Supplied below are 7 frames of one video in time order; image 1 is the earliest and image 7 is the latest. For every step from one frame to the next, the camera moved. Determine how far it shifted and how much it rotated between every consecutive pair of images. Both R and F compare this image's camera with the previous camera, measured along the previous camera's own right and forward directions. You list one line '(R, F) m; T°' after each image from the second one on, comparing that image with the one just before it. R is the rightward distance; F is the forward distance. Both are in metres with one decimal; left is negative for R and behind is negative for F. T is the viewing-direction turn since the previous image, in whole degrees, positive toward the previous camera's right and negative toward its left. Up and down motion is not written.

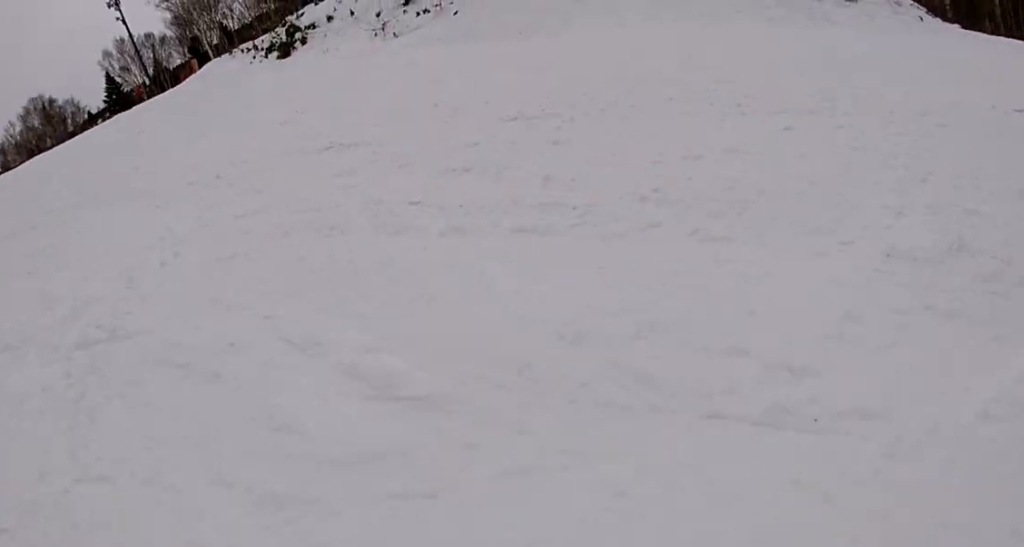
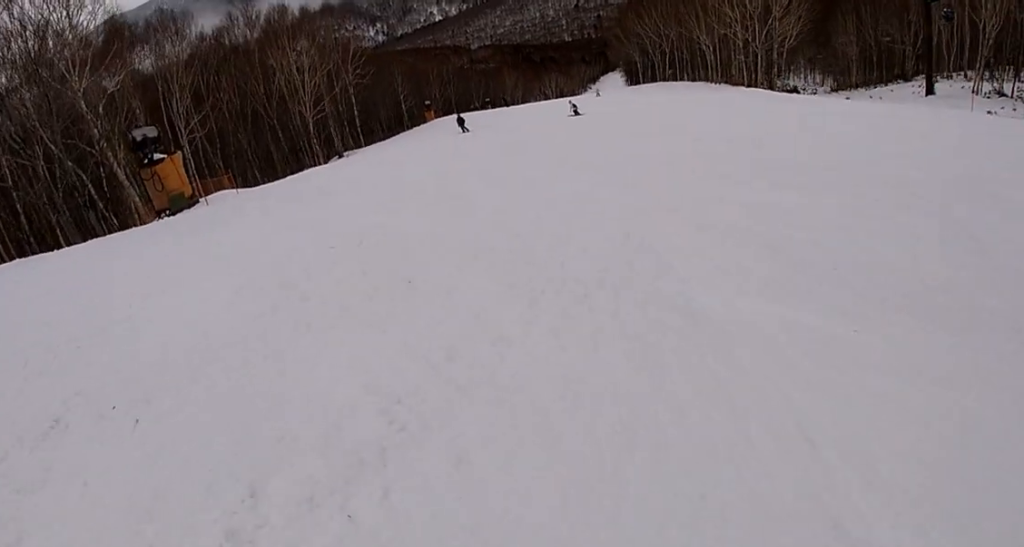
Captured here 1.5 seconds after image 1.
(-0.4, +11.1) m; +13°
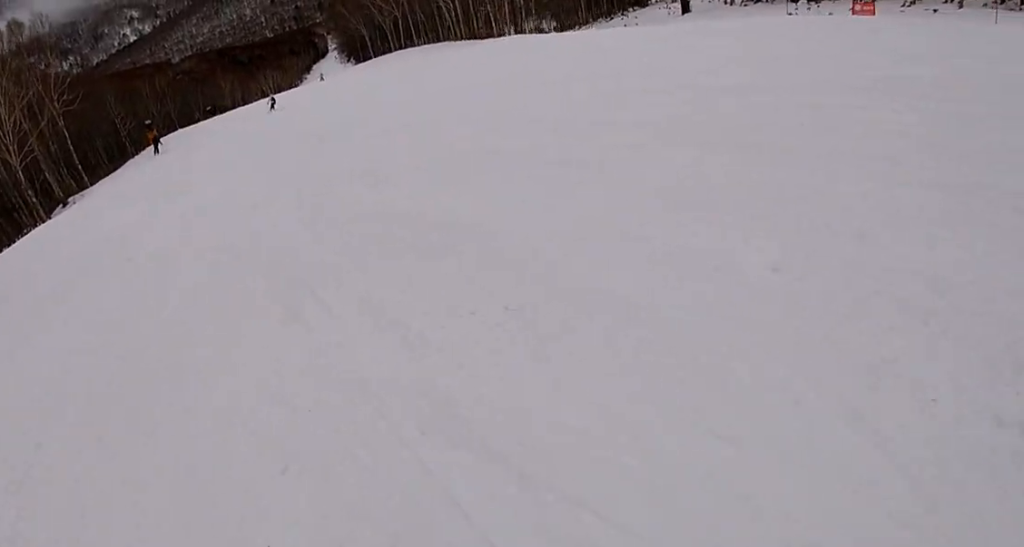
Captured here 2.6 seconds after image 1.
(+2.1, +8.2) m; +28°
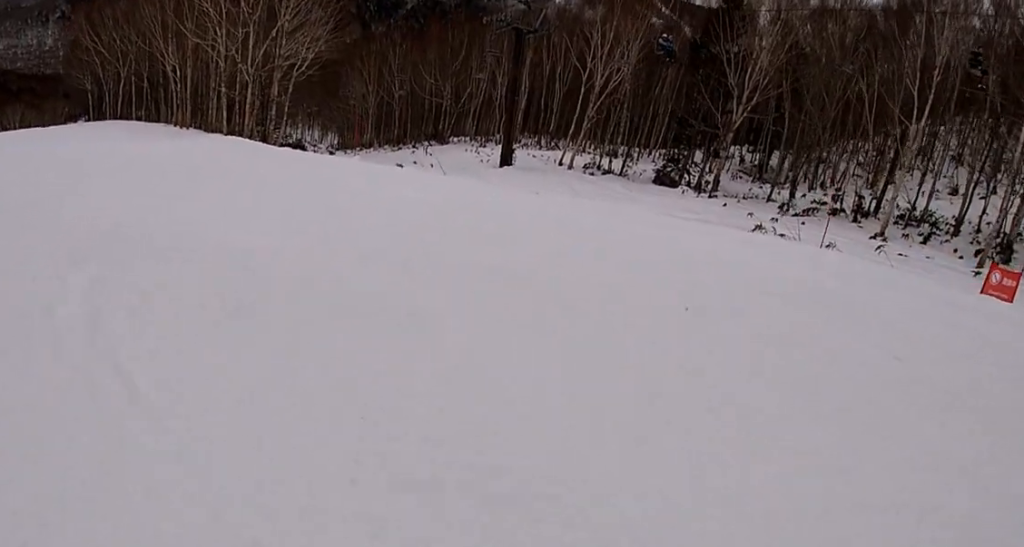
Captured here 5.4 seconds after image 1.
(+11.9, +19.9) m; +25°
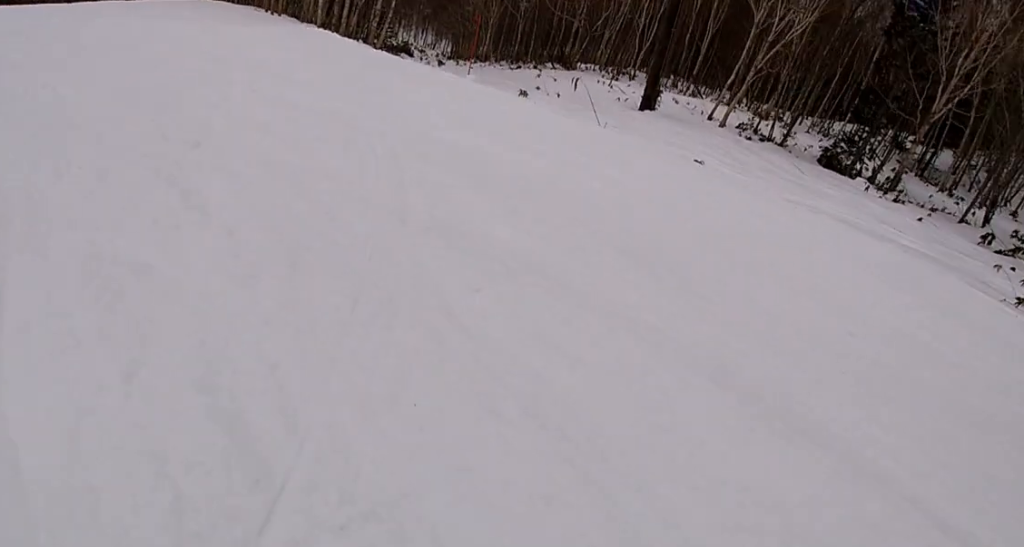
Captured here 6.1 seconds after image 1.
(-0.7, +5.3) m; -24°
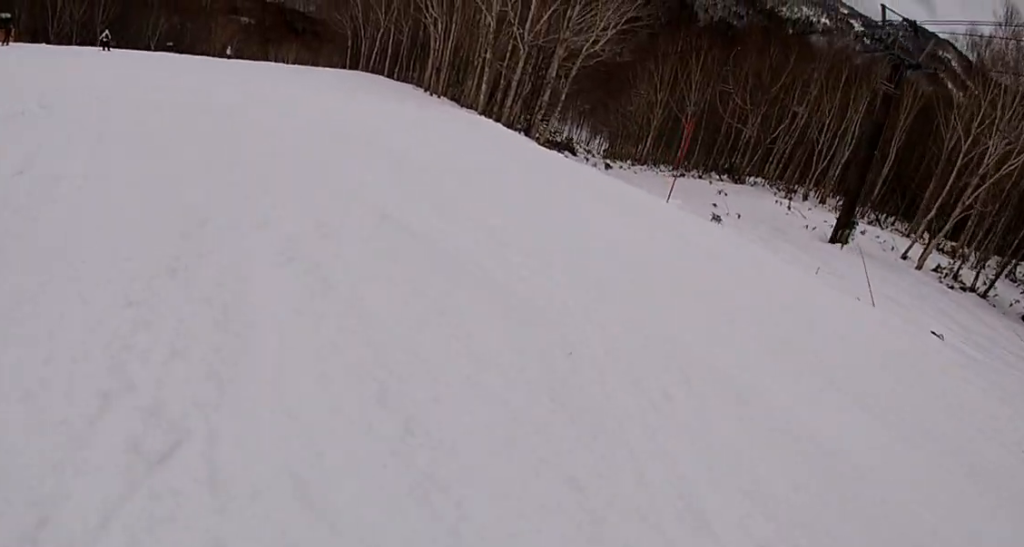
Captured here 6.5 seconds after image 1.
(-0.8, +3.6) m; -11°
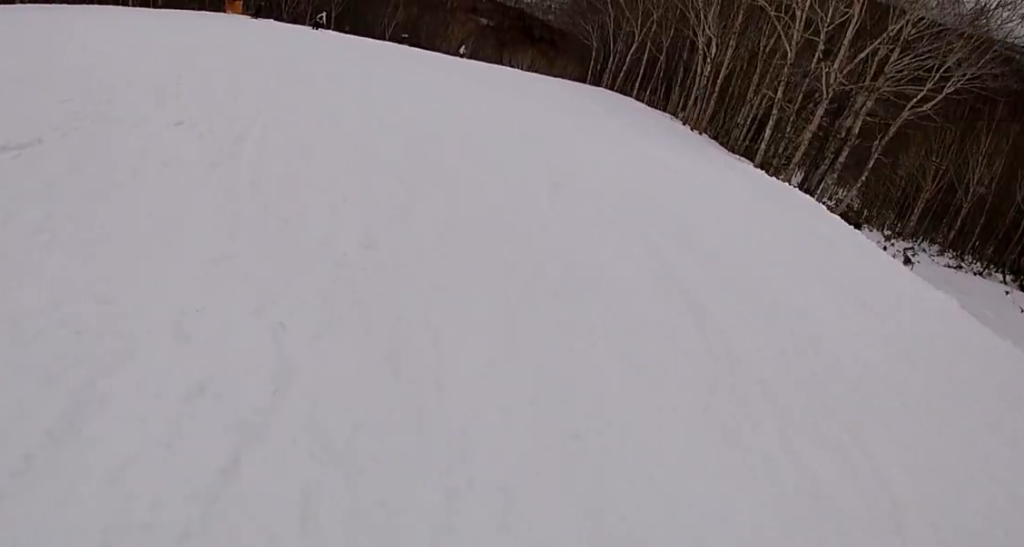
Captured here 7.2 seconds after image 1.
(-1.4, +5.7) m; -13°
